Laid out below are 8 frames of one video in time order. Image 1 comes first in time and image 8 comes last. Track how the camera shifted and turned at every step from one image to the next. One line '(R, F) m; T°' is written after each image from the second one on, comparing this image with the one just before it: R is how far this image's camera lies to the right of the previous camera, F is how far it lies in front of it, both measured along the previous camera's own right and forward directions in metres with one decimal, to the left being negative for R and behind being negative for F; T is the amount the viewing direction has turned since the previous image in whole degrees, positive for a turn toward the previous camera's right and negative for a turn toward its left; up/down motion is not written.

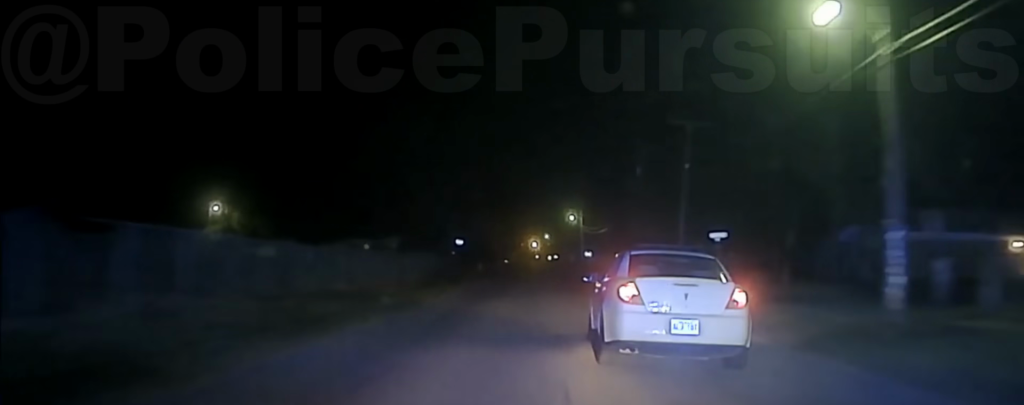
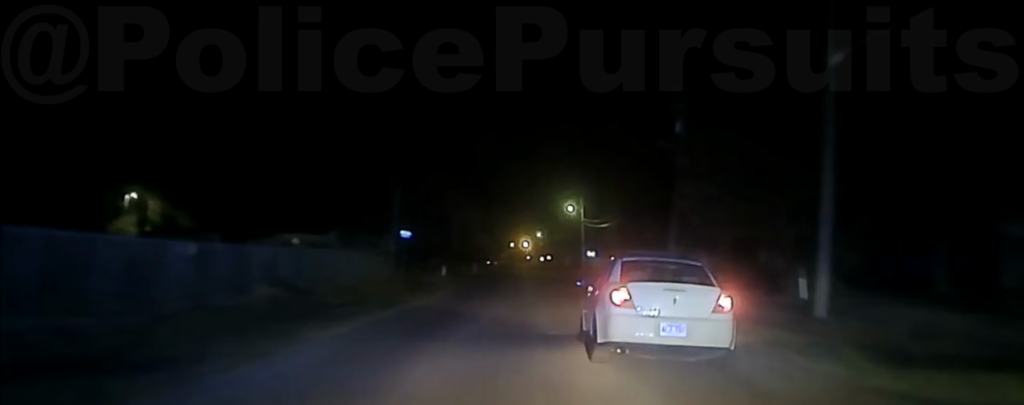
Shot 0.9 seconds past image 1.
(-0.1, +24.1) m; 0°
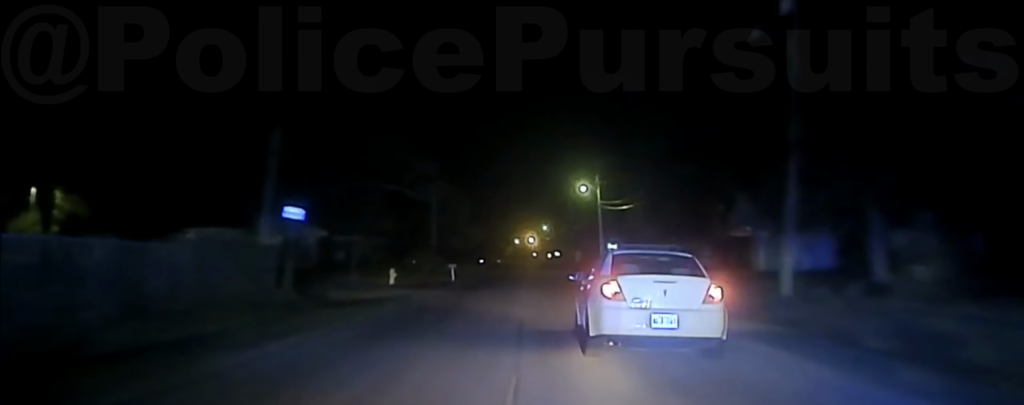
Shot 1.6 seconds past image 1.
(0.0, +21.9) m; 0°
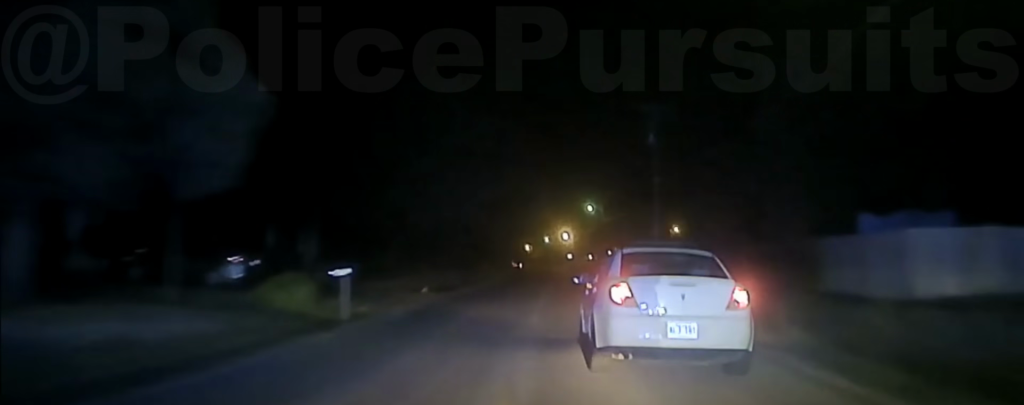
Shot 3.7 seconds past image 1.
(-1.1, +72.8) m; -2°
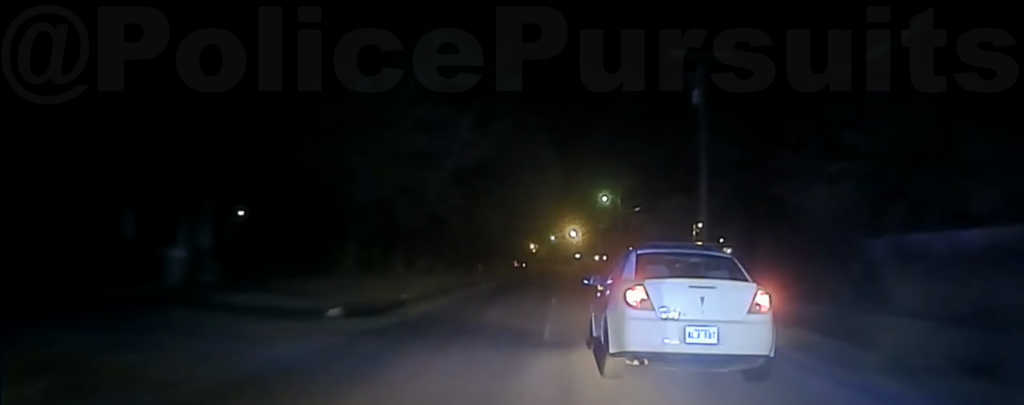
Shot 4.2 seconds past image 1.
(0.0, +16.2) m; -1°
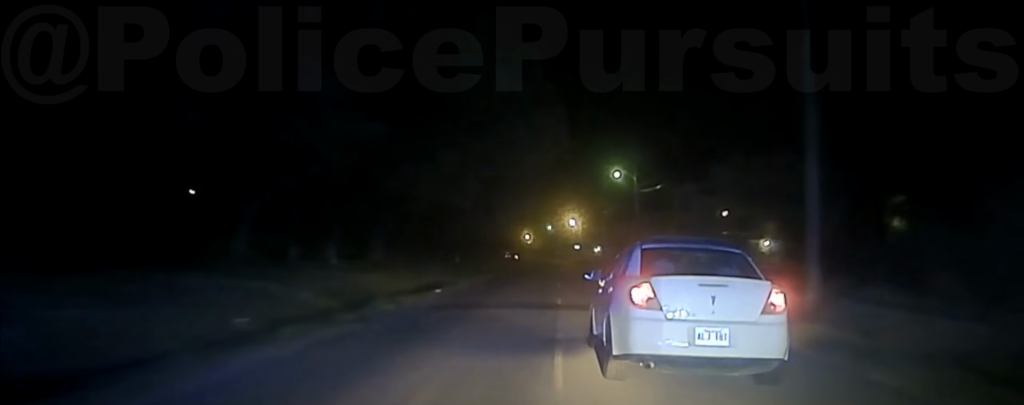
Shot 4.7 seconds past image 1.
(-0.2, +20.5) m; 0°
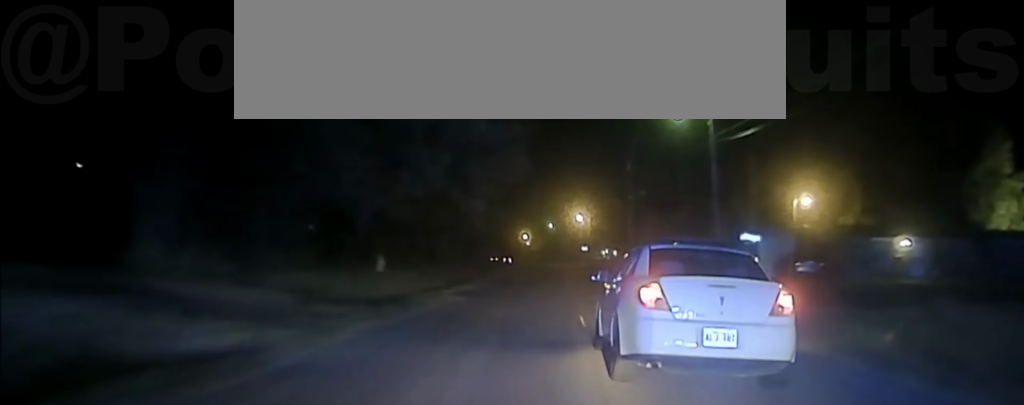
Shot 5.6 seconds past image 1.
(-0.1, +34.9) m; 0°
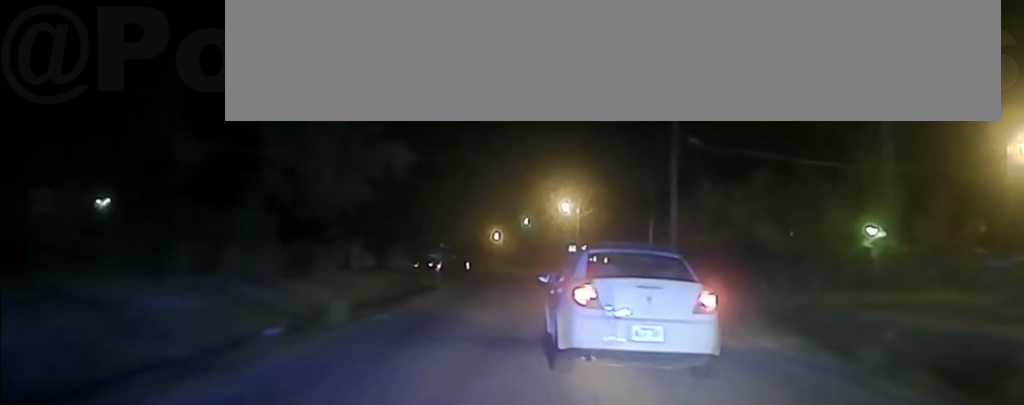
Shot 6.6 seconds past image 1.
(+0.2, +34.9) m; +1°
